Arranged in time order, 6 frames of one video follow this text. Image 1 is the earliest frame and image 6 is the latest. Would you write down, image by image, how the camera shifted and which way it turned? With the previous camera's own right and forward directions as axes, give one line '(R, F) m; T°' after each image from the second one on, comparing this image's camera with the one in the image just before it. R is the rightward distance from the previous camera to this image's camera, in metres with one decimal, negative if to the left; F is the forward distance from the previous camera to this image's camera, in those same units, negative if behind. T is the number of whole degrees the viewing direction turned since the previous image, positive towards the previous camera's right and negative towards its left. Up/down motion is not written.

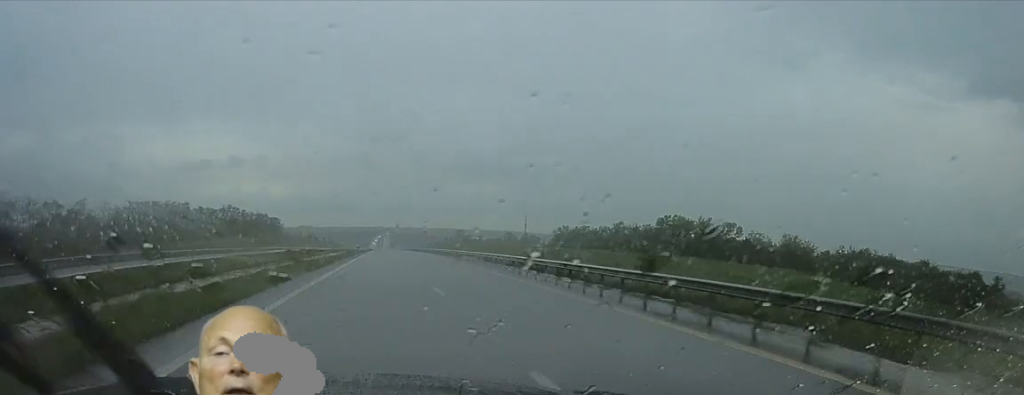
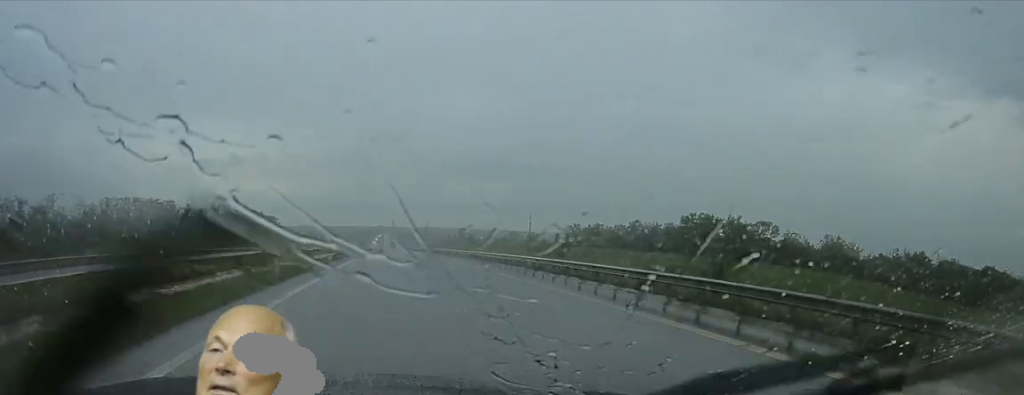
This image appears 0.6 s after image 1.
(+0.1, +16.1) m; -1°
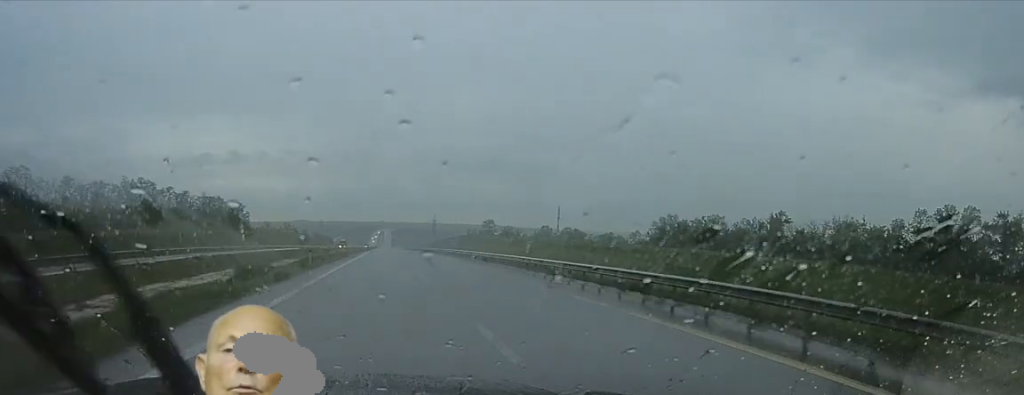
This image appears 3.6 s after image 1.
(+1.2, +87.3) m; +1°
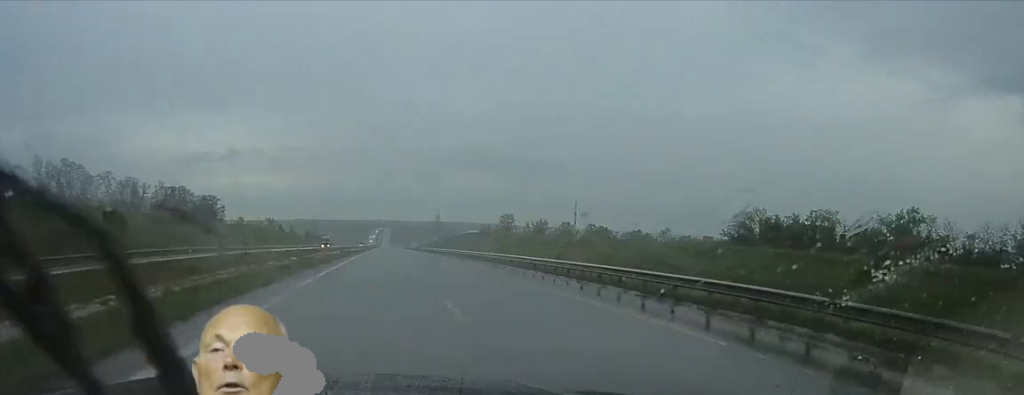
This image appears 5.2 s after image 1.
(-0.6, +44.8) m; -1°
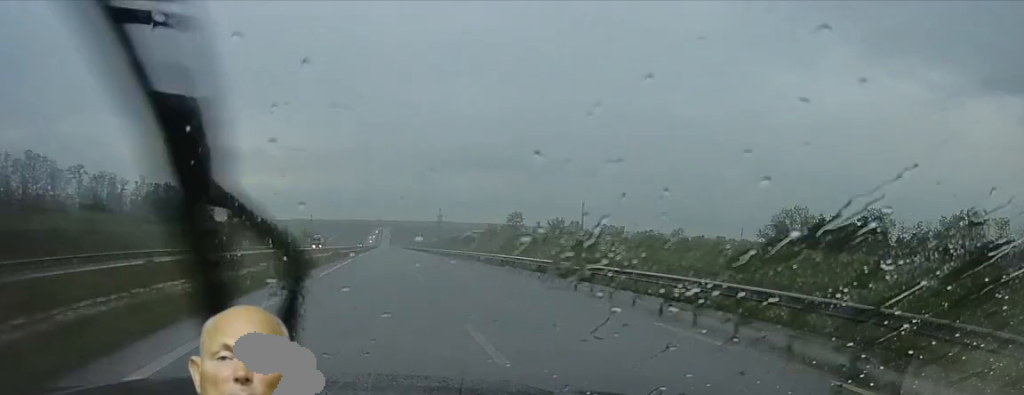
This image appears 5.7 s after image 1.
(0.0, +15.0) m; 0°
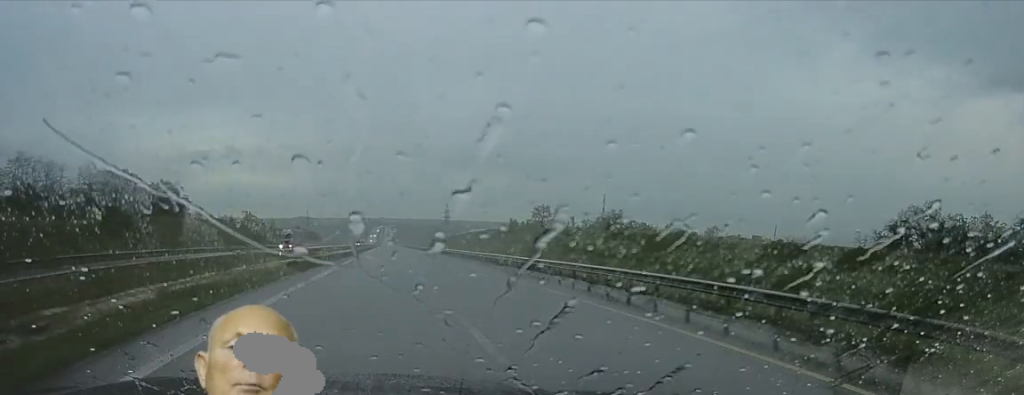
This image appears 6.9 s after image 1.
(0.0, +35.8) m; 0°
